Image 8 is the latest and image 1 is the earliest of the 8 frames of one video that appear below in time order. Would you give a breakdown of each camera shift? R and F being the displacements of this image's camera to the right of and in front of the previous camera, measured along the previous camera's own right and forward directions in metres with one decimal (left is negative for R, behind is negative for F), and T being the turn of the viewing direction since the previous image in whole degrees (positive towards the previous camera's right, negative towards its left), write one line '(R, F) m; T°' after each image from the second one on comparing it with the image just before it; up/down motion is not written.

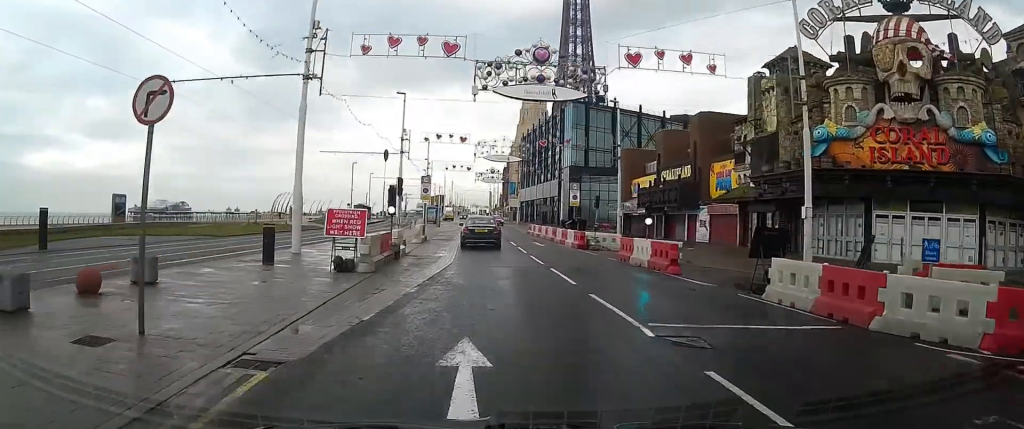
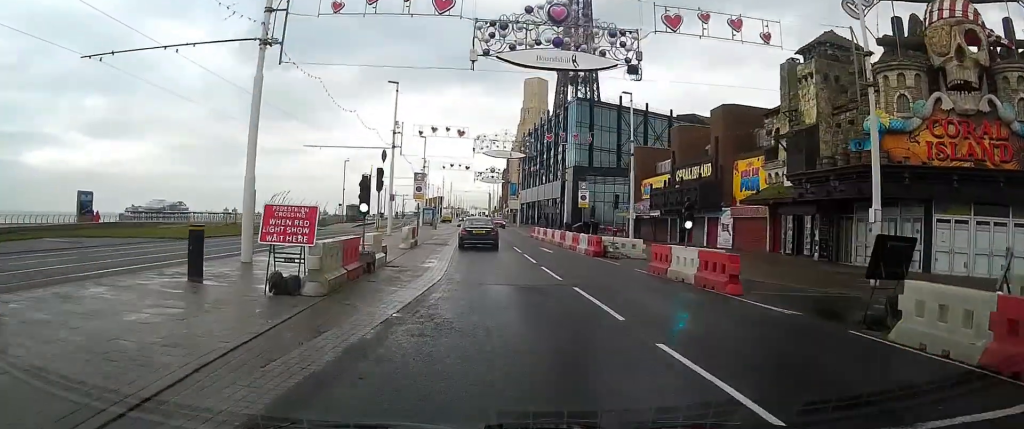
(0.0, +4.6) m; 0°
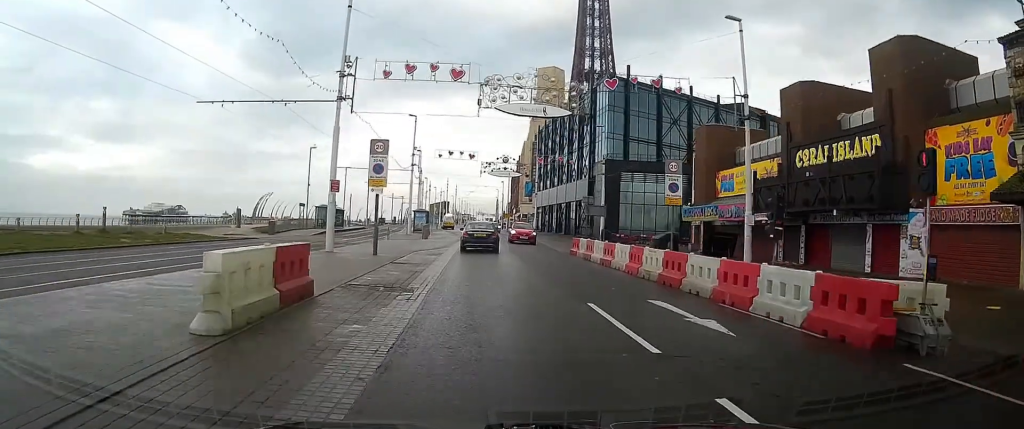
(-0.1, +19.9) m; -1°
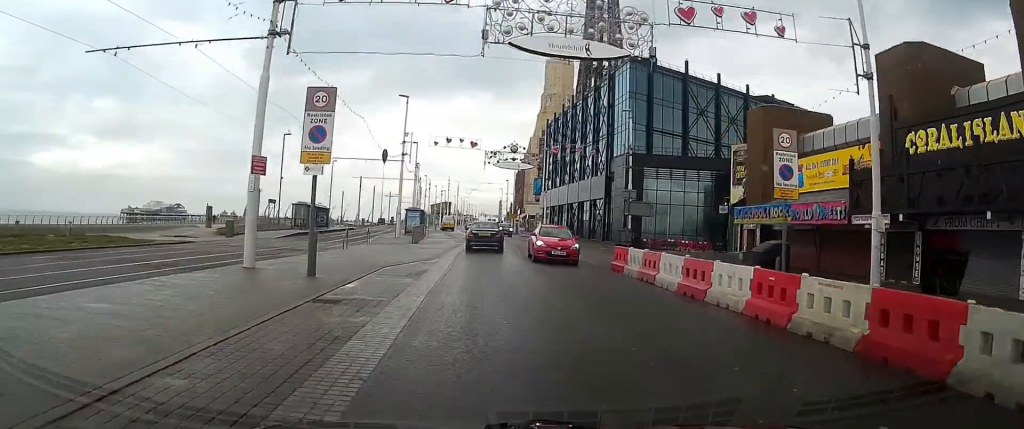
(0.0, +9.7) m; 0°
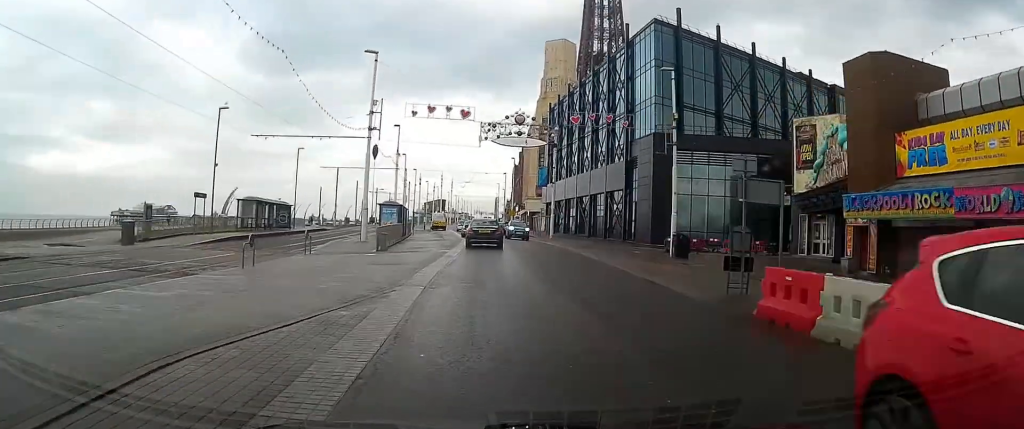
(+0.2, +13.0) m; +1°
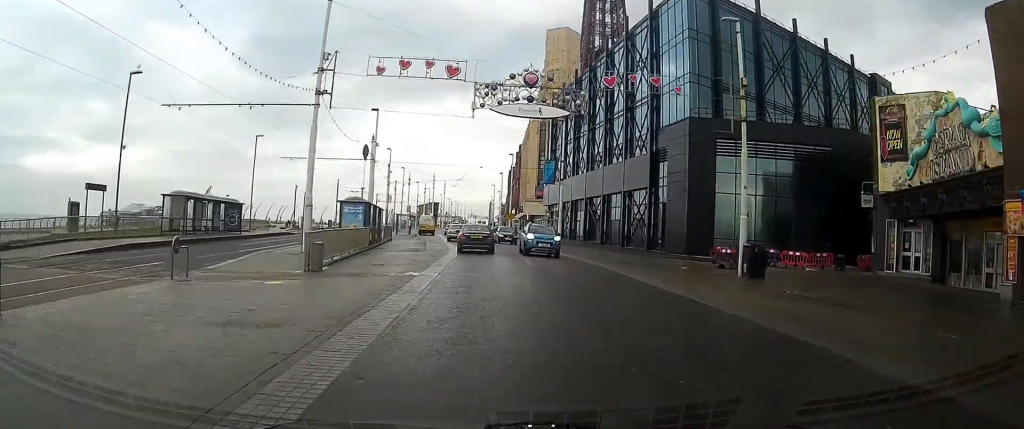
(+0.1, +11.2) m; 0°
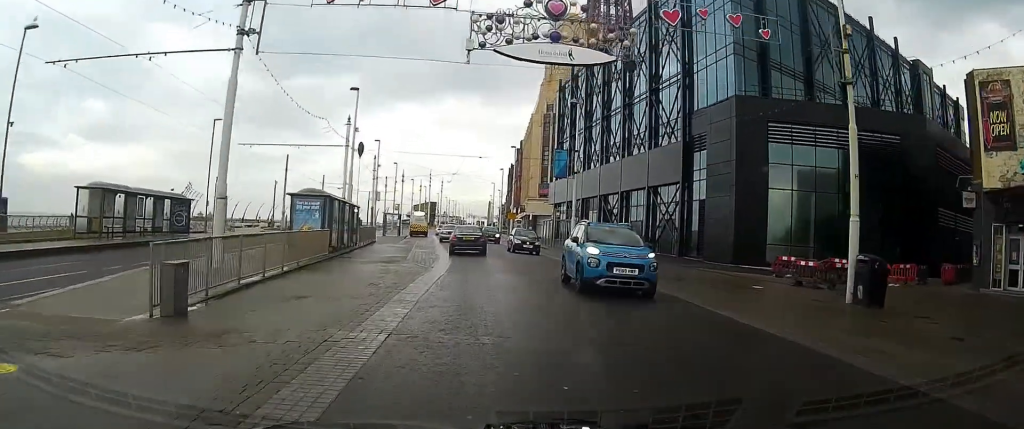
(0.0, +8.8) m; 0°
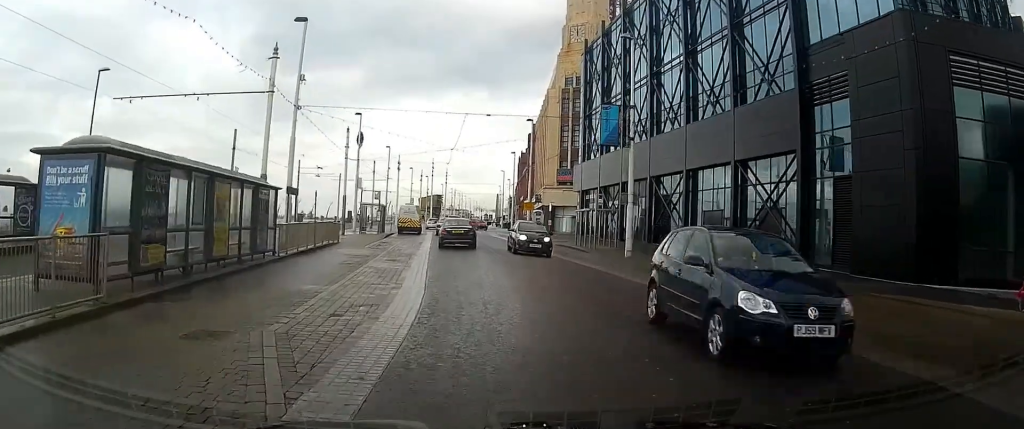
(-0.1, +16.0) m; -1°
